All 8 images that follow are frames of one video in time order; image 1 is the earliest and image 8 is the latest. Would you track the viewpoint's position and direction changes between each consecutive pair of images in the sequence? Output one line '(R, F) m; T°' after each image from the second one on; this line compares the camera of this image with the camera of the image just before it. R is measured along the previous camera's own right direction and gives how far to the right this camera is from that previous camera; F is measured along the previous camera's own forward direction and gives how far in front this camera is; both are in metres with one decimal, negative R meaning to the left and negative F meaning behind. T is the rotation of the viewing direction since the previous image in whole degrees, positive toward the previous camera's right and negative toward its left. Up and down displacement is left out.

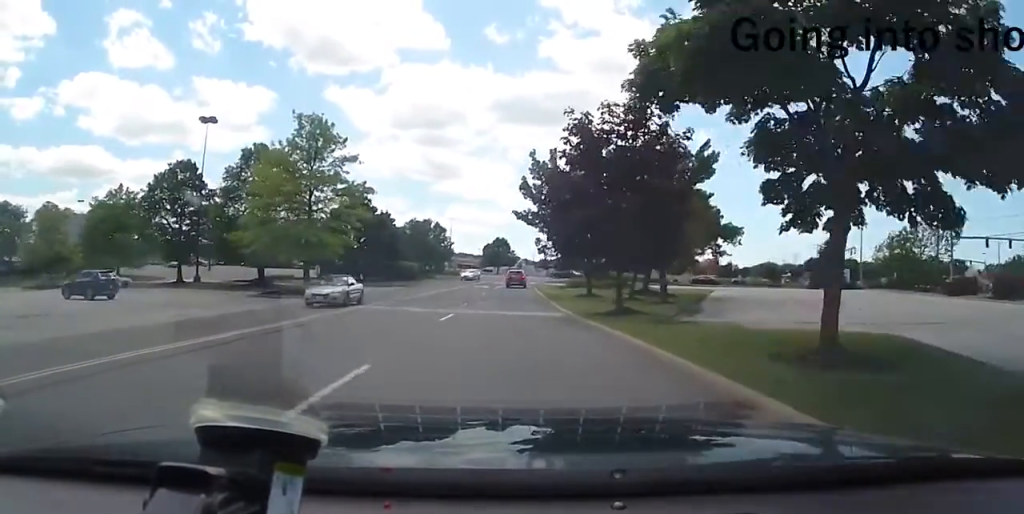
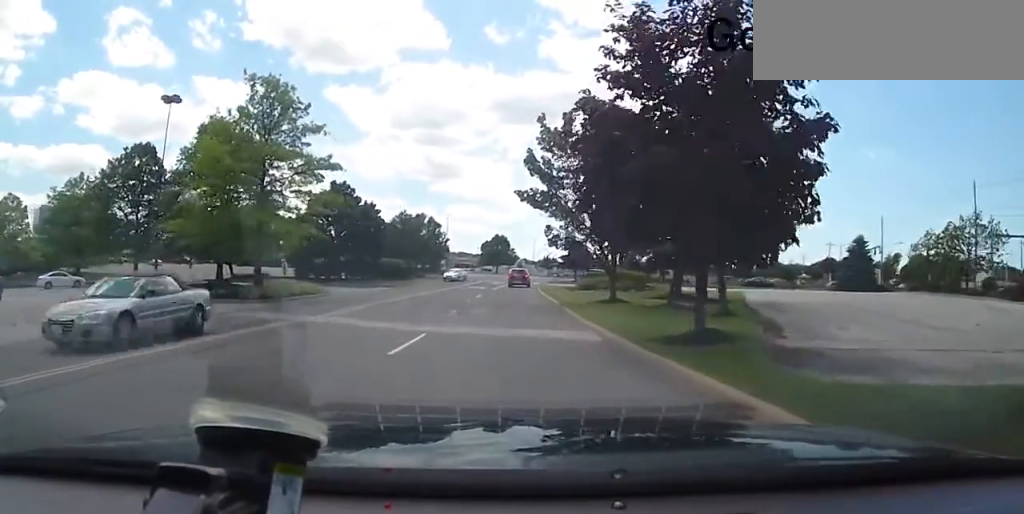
(0.0, +7.4) m; 0°
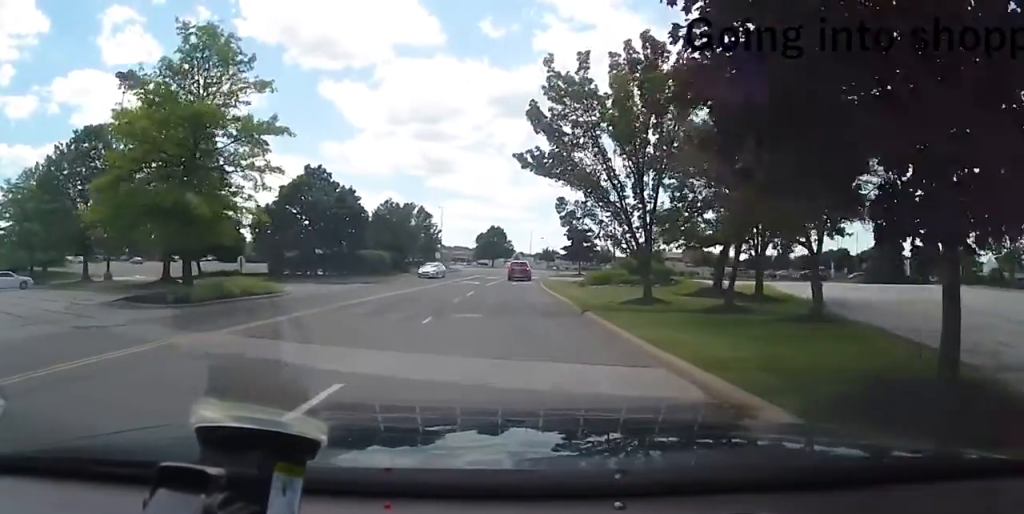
(0.0, +6.2) m; 0°
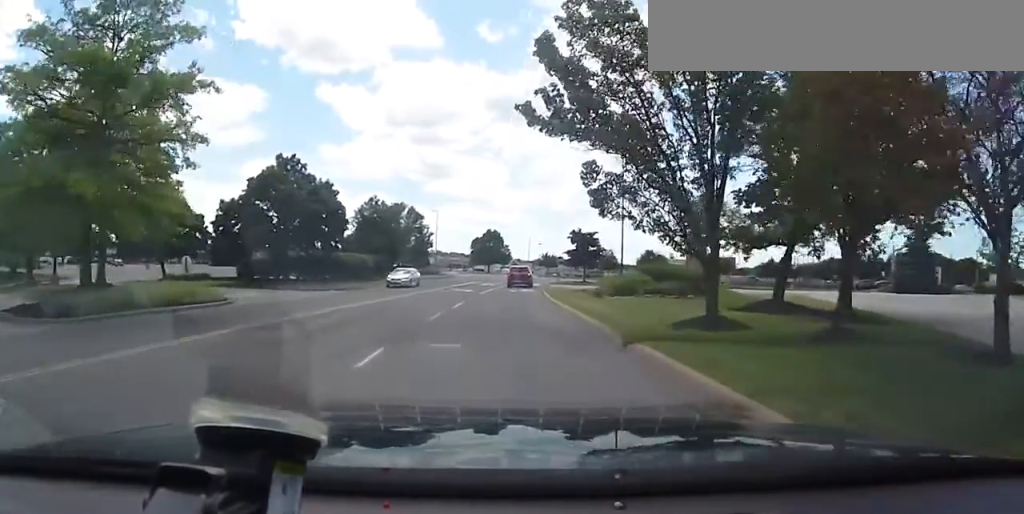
(0.0, +6.4) m; 0°
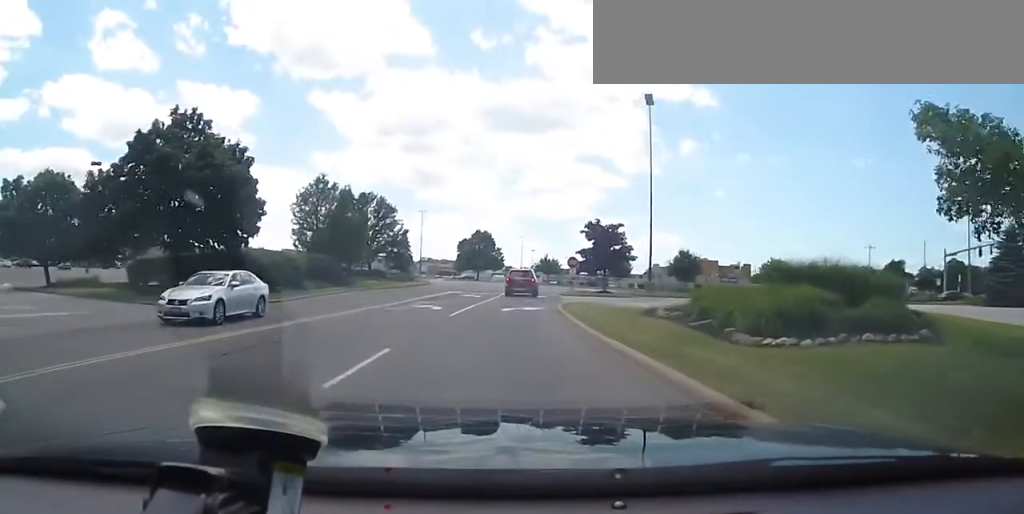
(0.0, +14.2) m; 0°
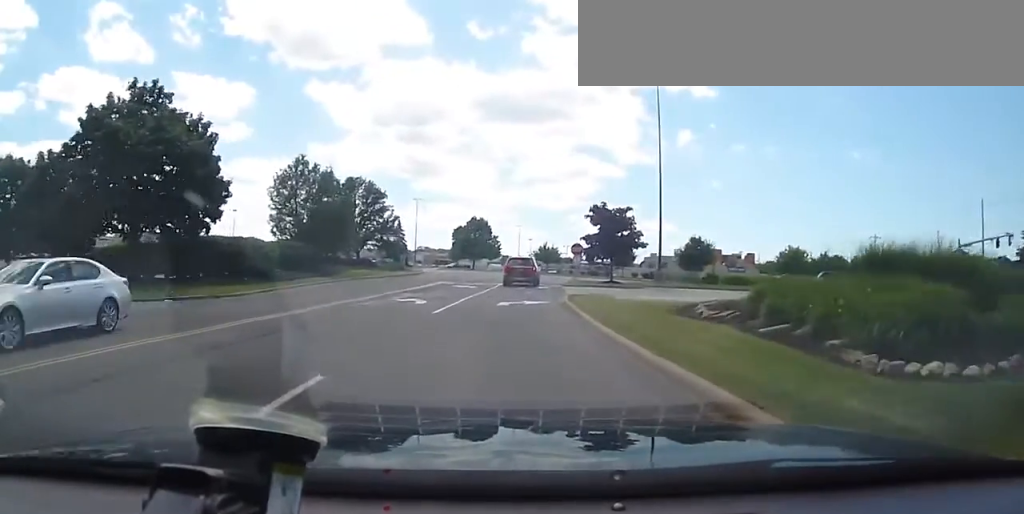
(0.0, +4.1) m; 0°
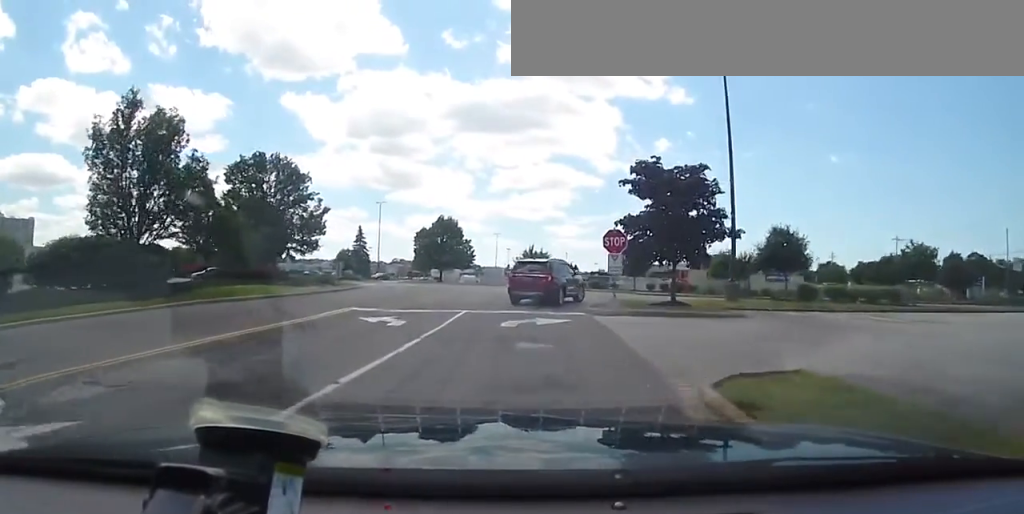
(+0.3, +17.6) m; +5°
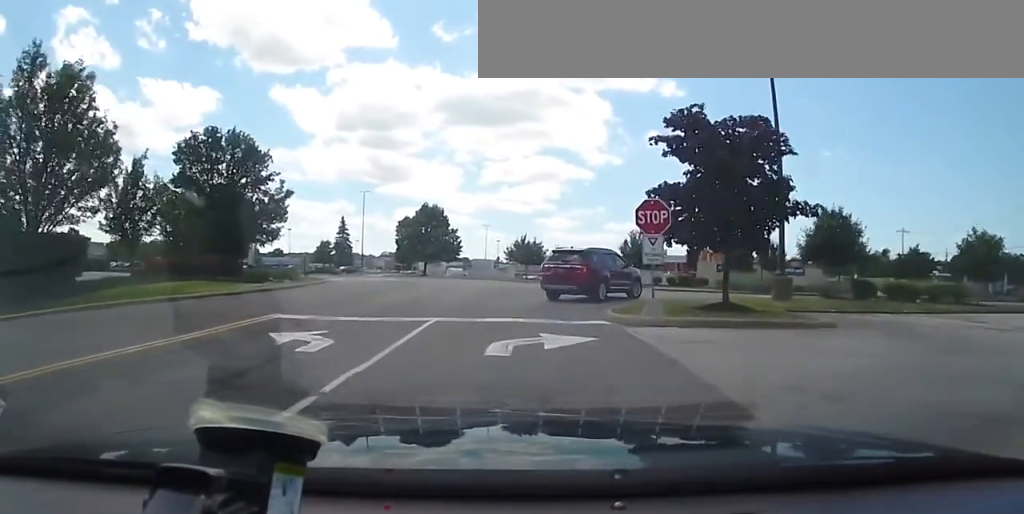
(+0.2, +5.4) m; -1°
